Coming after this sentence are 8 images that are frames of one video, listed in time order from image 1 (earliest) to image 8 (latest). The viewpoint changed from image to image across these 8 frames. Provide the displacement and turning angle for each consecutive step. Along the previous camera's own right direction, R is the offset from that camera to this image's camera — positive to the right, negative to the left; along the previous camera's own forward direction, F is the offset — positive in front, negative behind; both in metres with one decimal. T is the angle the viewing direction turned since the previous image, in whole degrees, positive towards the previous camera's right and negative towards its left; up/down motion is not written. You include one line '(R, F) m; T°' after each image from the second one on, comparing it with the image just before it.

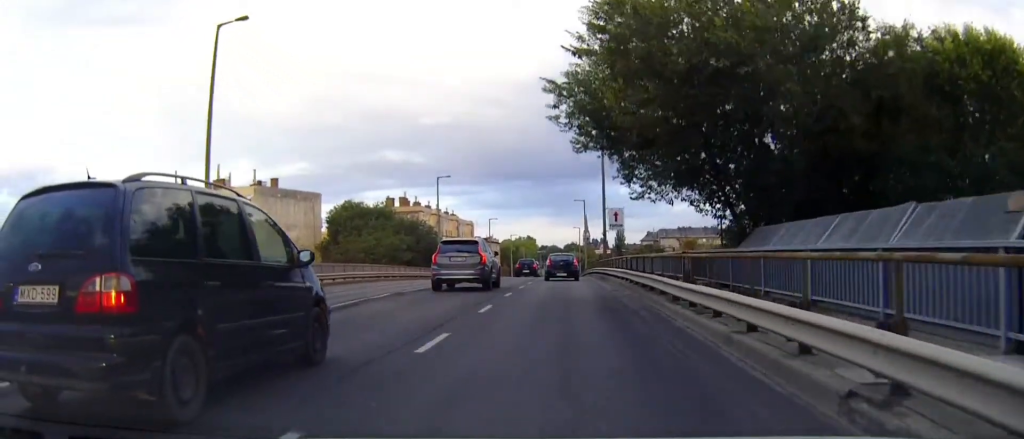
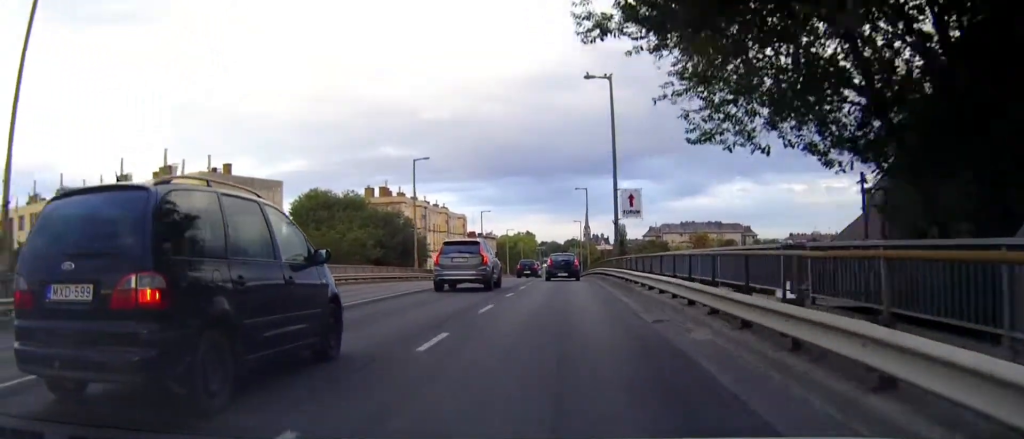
(-0.1, +11.6) m; 0°
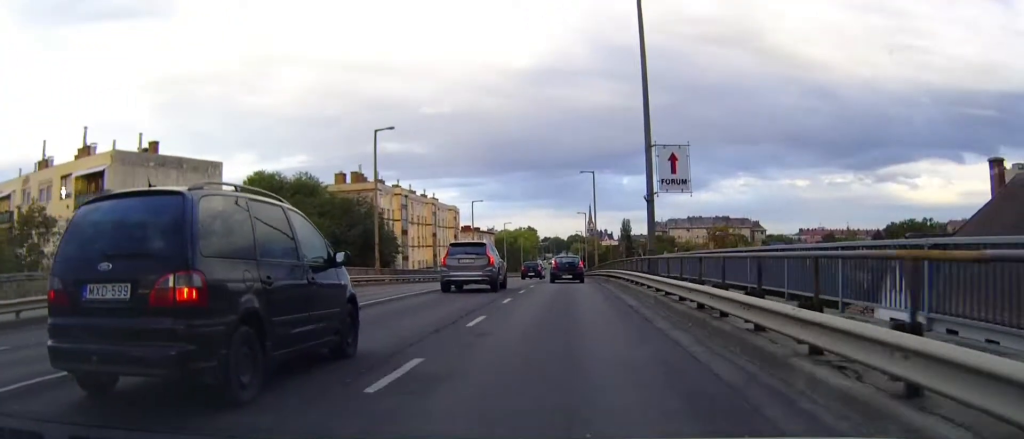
(0.0, +14.2) m; 0°
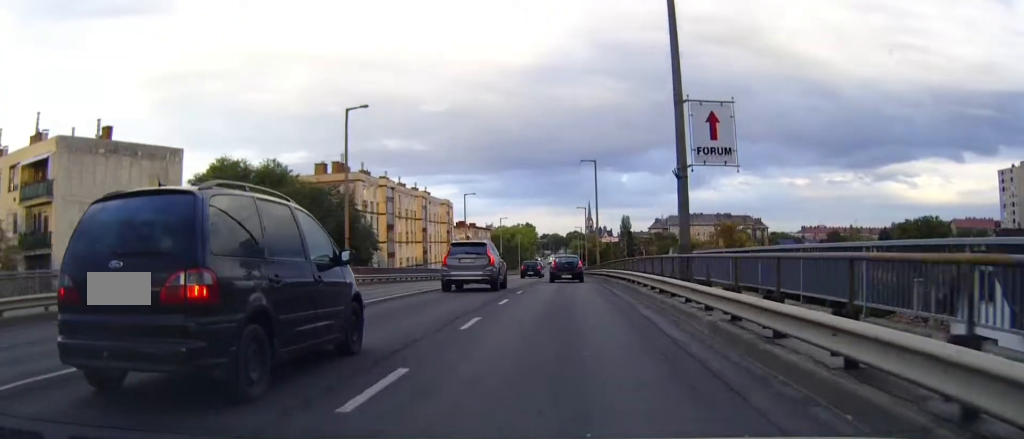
(0.0, +6.9) m; 0°
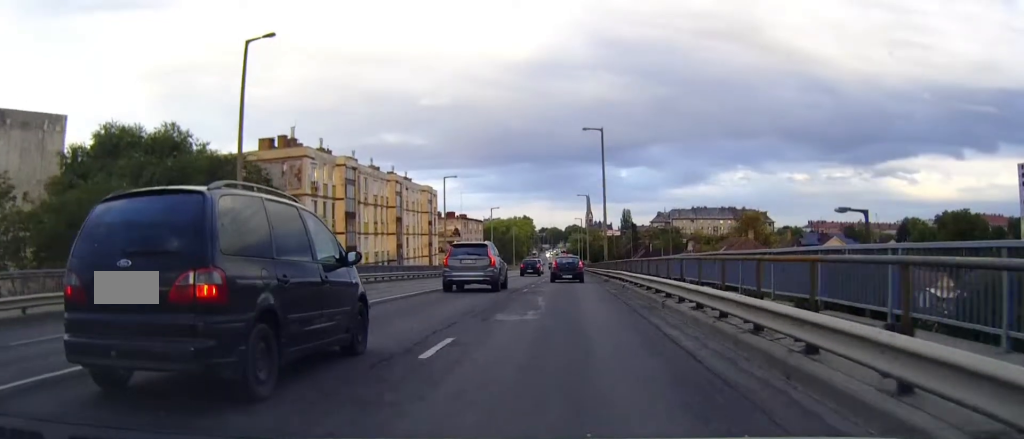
(-0.1, +14.8) m; 0°
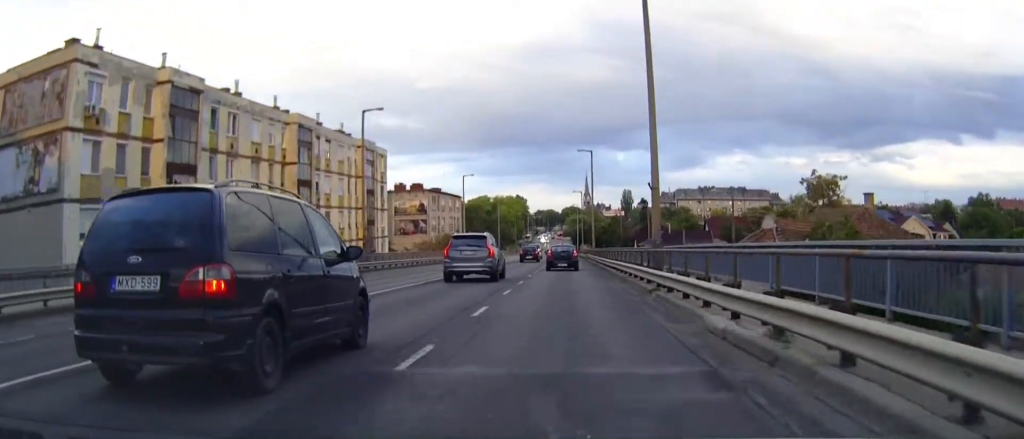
(+0.1, +31.2) m; 0°
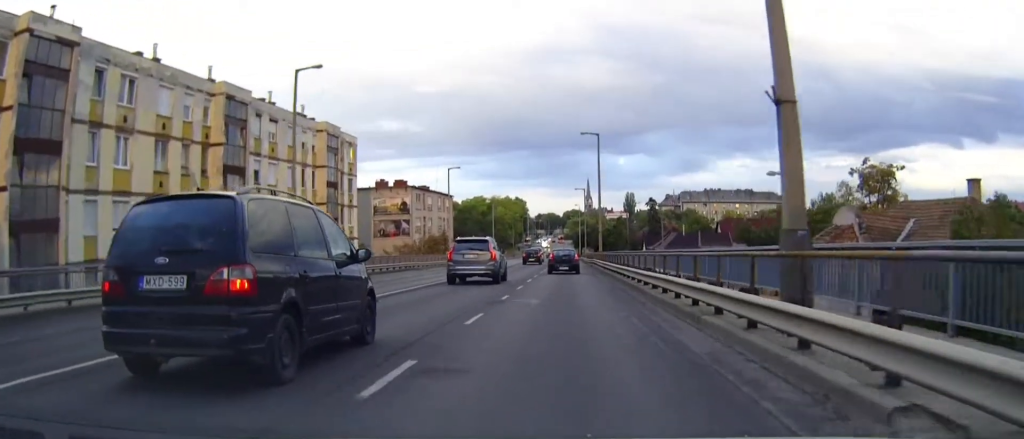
(+0.1, +13.0) m; 0°
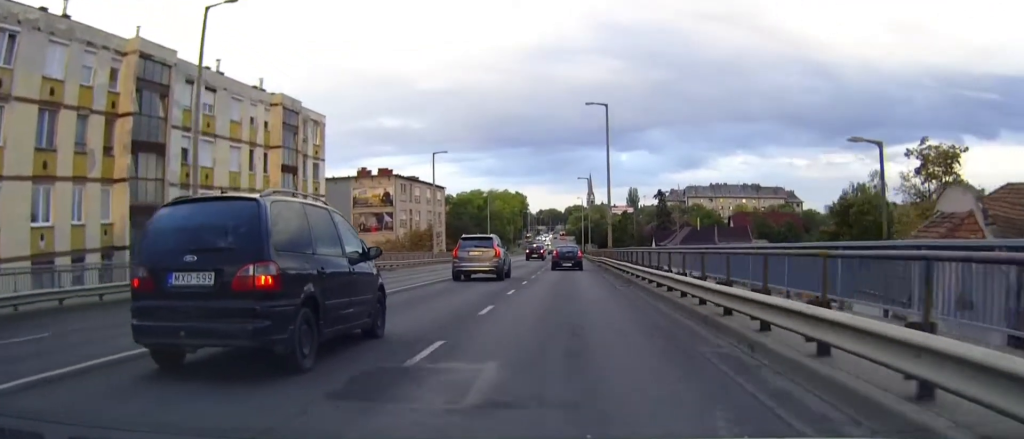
(0.0, +10.5) m; 0°
